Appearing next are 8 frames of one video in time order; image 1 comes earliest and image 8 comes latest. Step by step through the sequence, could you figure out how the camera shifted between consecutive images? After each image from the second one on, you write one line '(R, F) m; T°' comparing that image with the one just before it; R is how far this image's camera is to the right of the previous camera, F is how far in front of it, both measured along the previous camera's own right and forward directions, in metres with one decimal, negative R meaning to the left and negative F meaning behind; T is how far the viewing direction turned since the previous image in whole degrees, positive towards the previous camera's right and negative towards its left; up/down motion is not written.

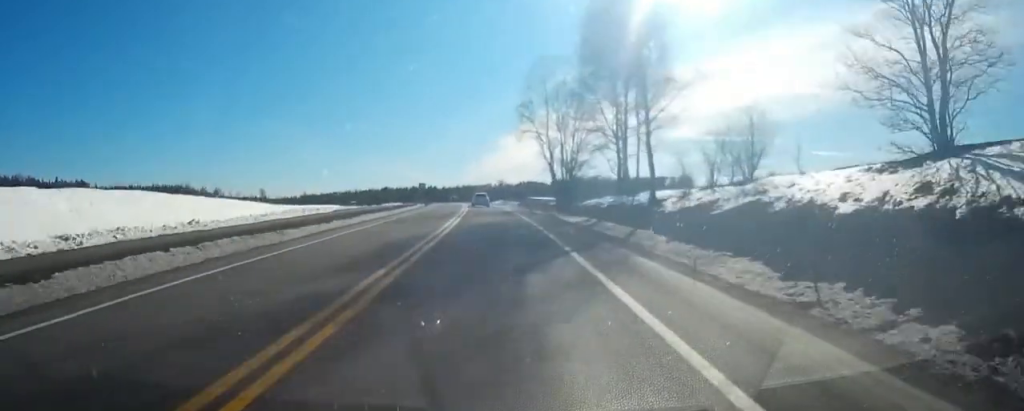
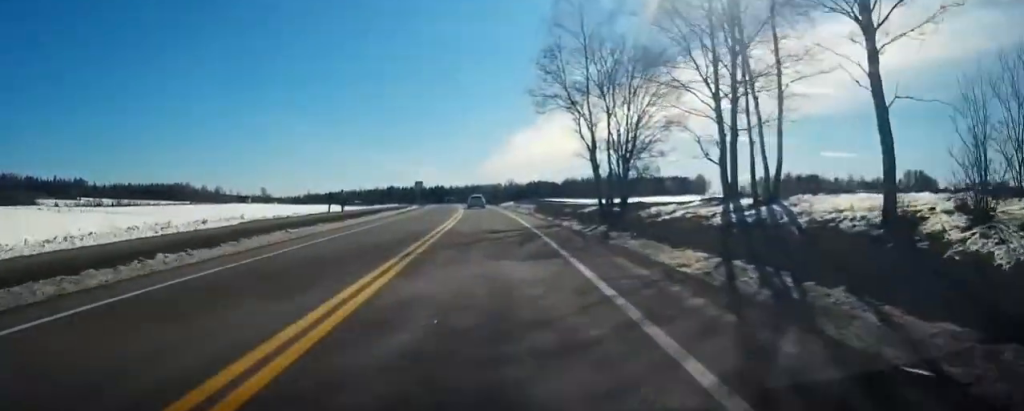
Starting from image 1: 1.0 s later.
(0.0, +20.7) m; -1°
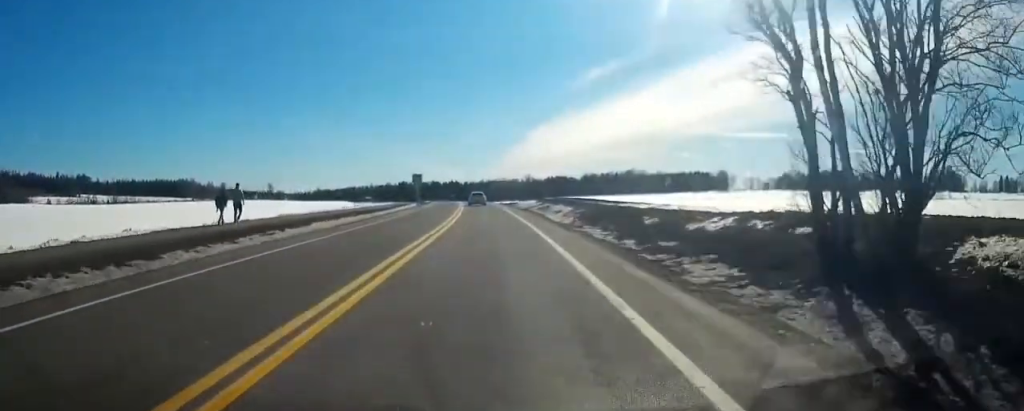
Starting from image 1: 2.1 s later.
(-0.3, +23.6) m; -2°
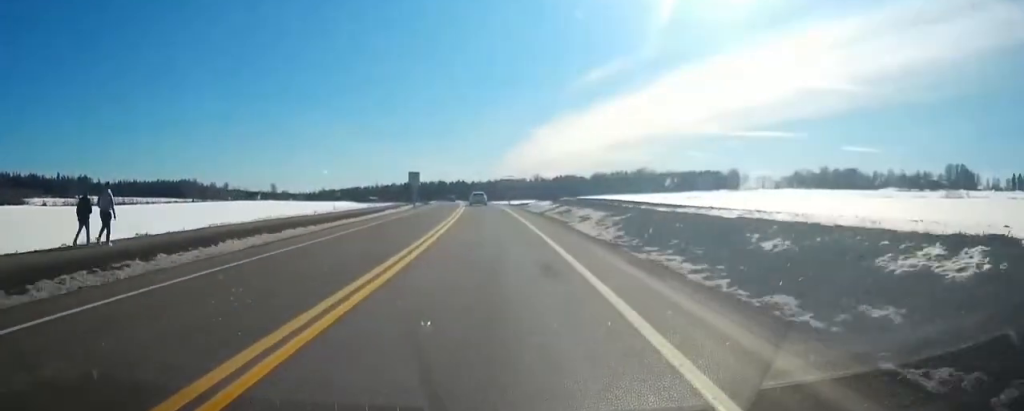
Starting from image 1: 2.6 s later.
(-0.1, +11.5) m; -1°
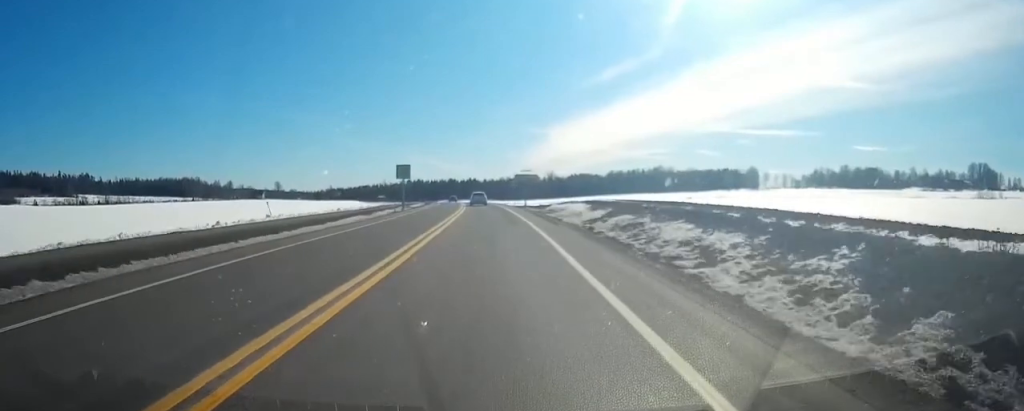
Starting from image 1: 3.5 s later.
(-0.3, +19.3) m; -2°
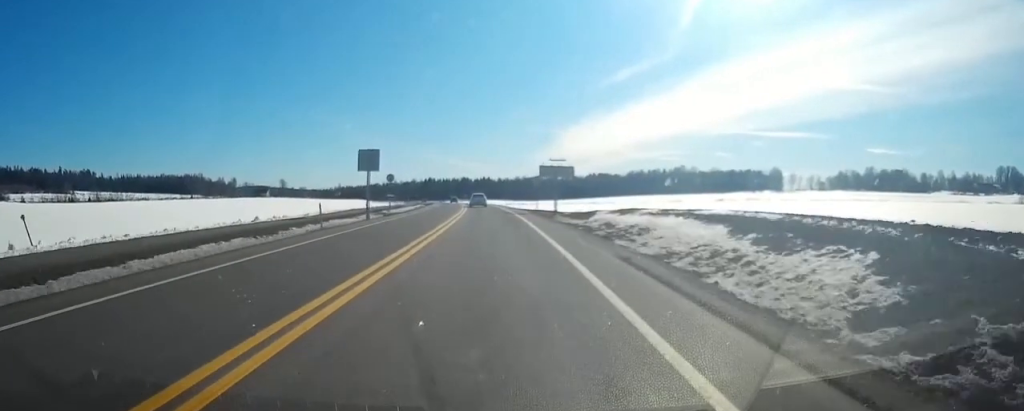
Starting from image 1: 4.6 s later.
(-0.3, +23.8) m; -1°
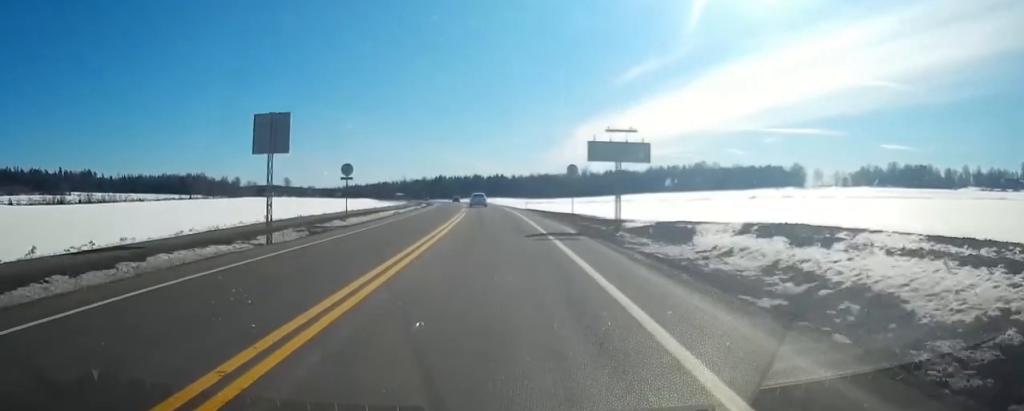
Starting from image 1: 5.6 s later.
(-0.2, +21.3) m; -1°
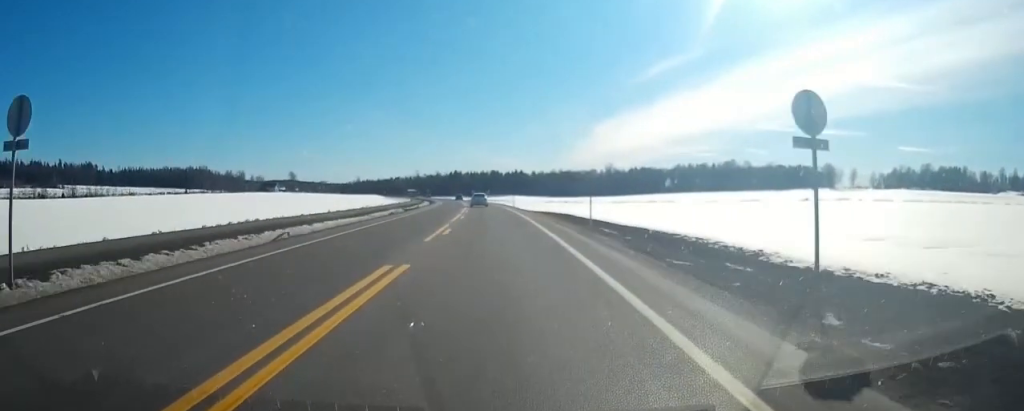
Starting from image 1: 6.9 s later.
(-0.4, +30.3) m; -1°
